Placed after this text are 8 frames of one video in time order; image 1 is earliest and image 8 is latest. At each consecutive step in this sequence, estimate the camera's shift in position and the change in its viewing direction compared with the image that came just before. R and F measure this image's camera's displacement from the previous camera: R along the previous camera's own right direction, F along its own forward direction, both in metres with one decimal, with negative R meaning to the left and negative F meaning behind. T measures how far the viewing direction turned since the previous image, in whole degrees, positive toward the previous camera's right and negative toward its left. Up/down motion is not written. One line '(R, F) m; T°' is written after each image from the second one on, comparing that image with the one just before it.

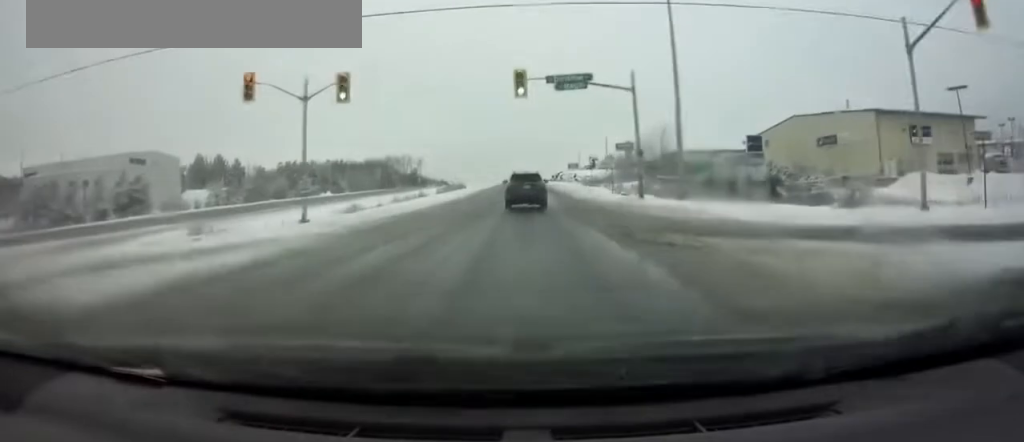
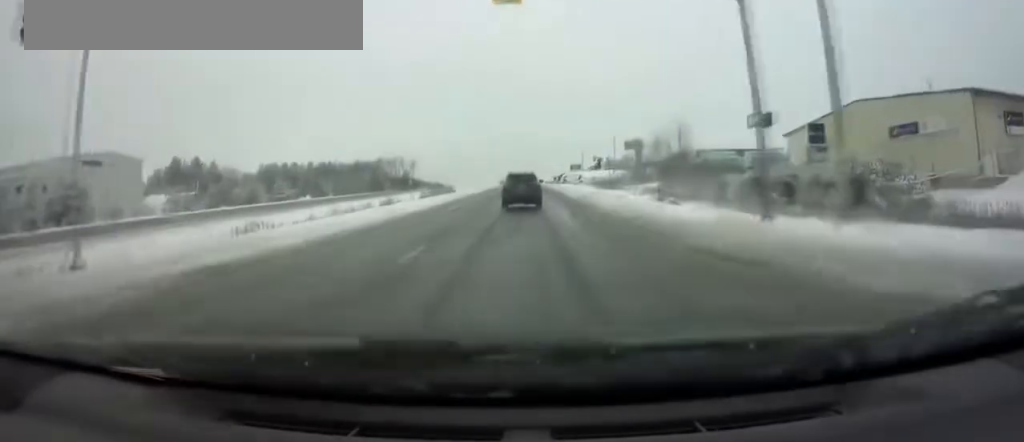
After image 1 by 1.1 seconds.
(+0.1, +15.5) m; 0°
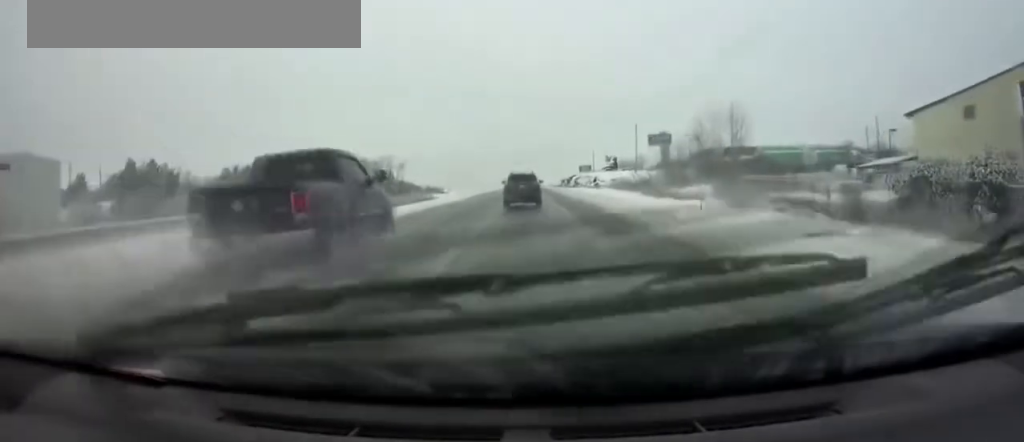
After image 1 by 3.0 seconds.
(0.0, +27.5) m; 0°
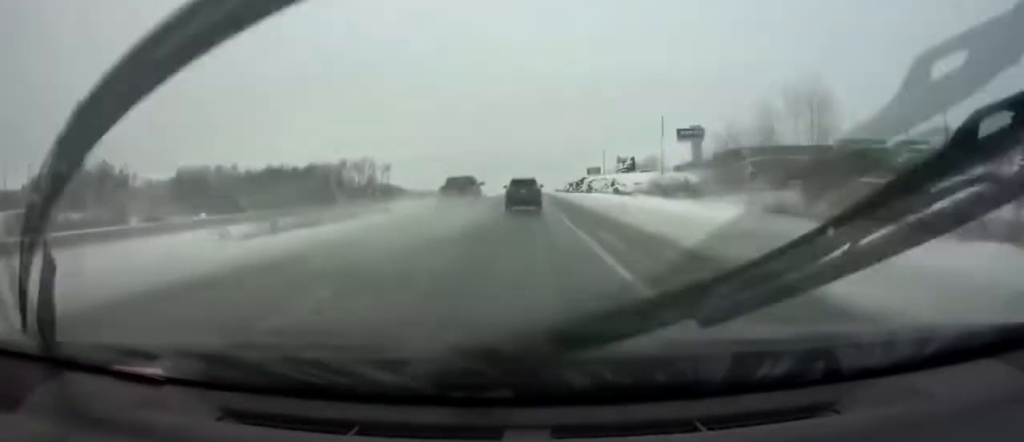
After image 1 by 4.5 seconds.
(-0.1, +24.6) m; -1°
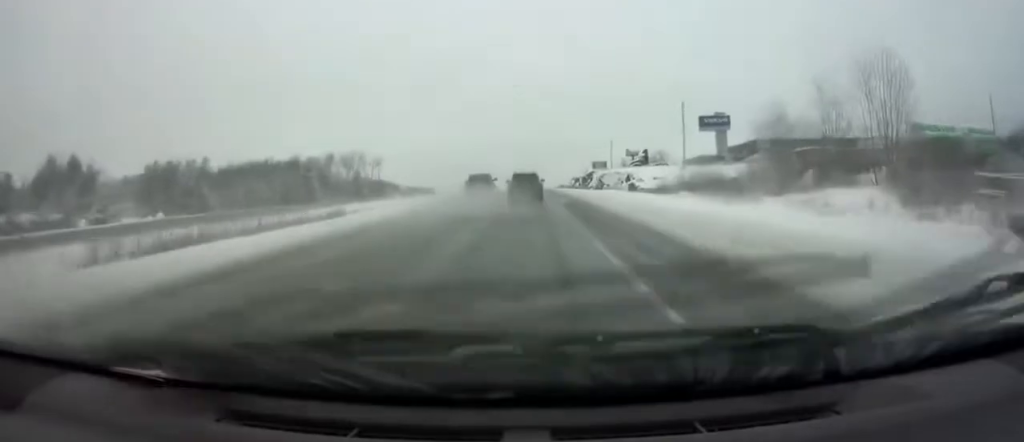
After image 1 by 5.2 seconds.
(-0.1, +13.4) m; 0°
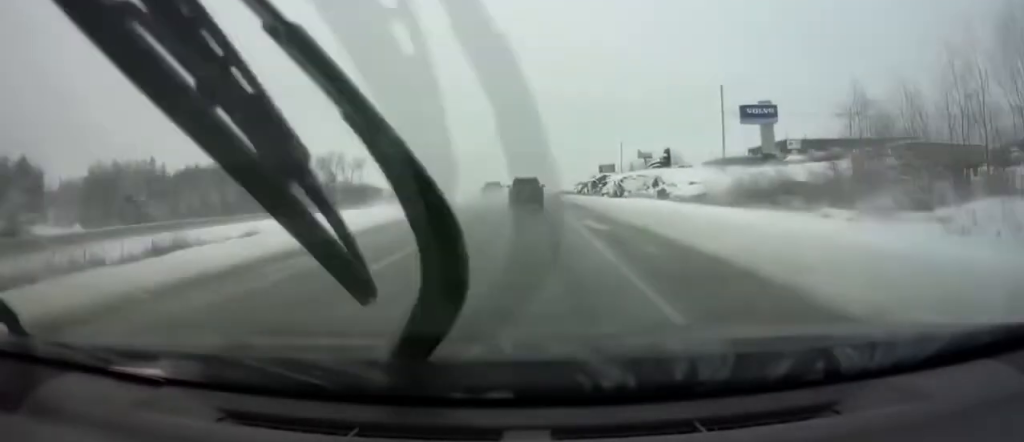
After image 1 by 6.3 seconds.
(+0.1, +20.0) m; 0°
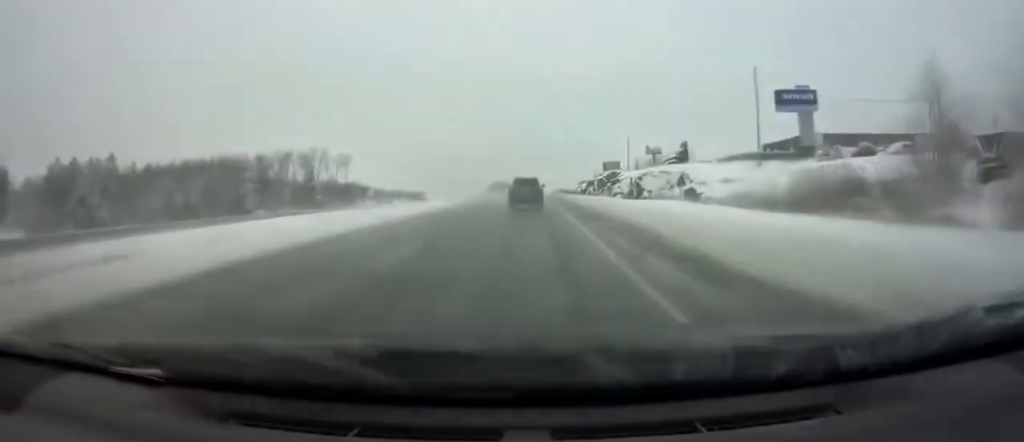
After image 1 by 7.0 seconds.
(0.0, +11.9) m; 0°
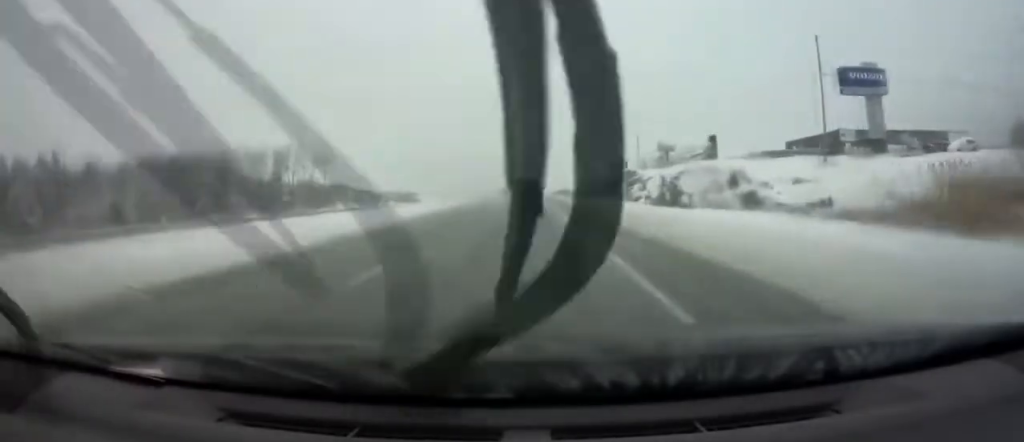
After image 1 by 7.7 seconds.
(0.0, +14.6) m; 0°
